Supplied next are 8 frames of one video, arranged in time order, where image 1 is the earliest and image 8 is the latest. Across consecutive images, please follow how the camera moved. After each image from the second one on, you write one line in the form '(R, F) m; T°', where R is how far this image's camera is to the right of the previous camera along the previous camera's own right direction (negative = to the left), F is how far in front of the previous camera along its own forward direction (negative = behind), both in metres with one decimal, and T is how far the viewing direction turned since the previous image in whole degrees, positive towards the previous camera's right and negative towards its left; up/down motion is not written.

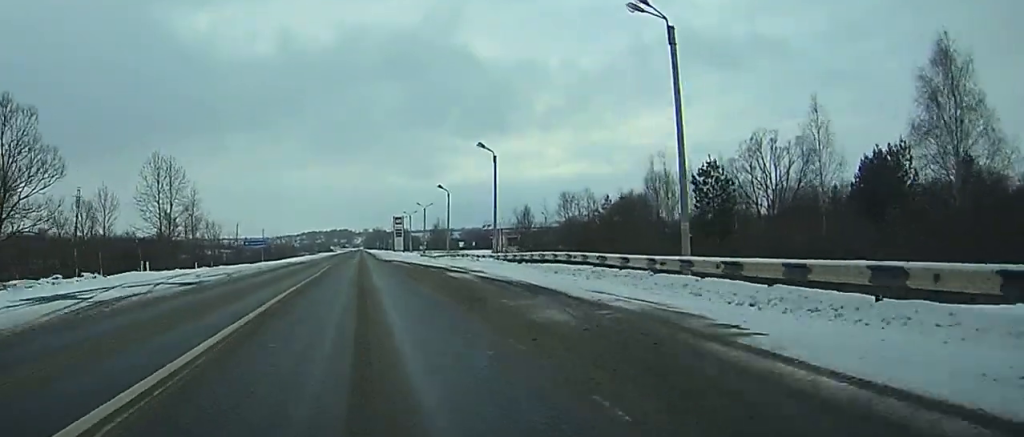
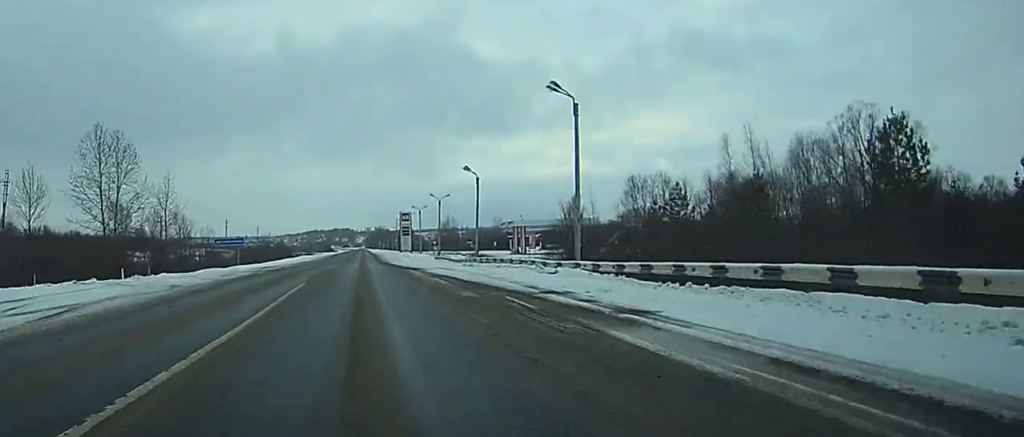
(0.0, +24.1) m; 0°
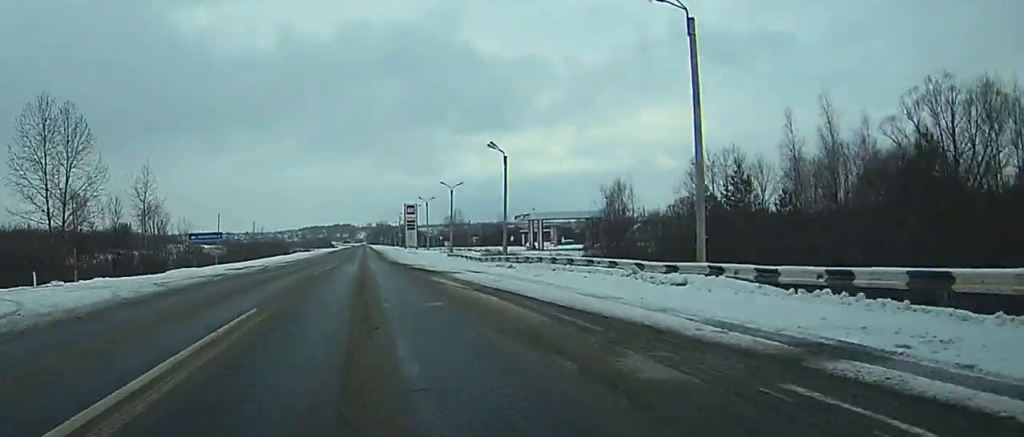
(0.0, +14.6) m; 0°
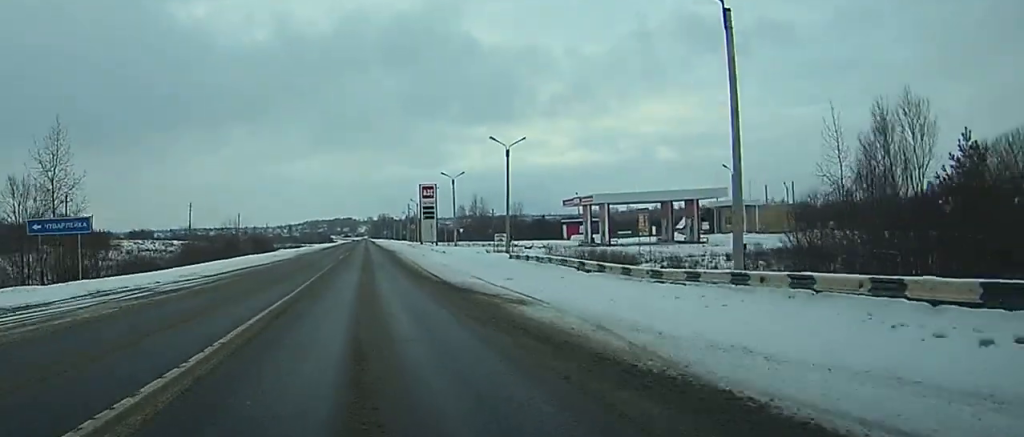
(-0.1, +38.5) m; 0°
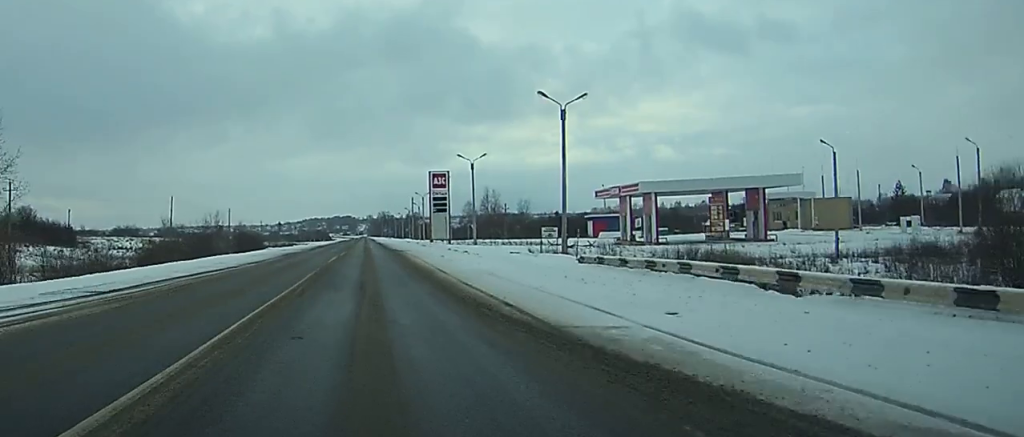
(0.0, +17.5) m; 0°
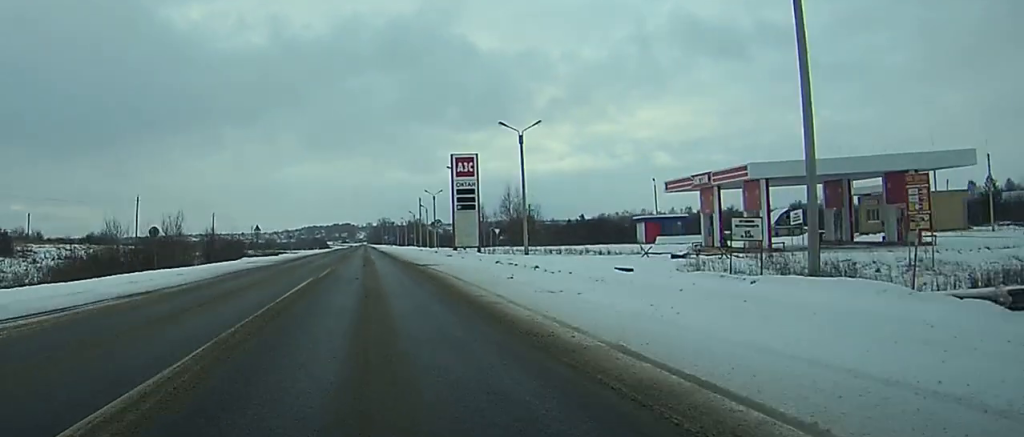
(0.0, +25.2) m; 0°
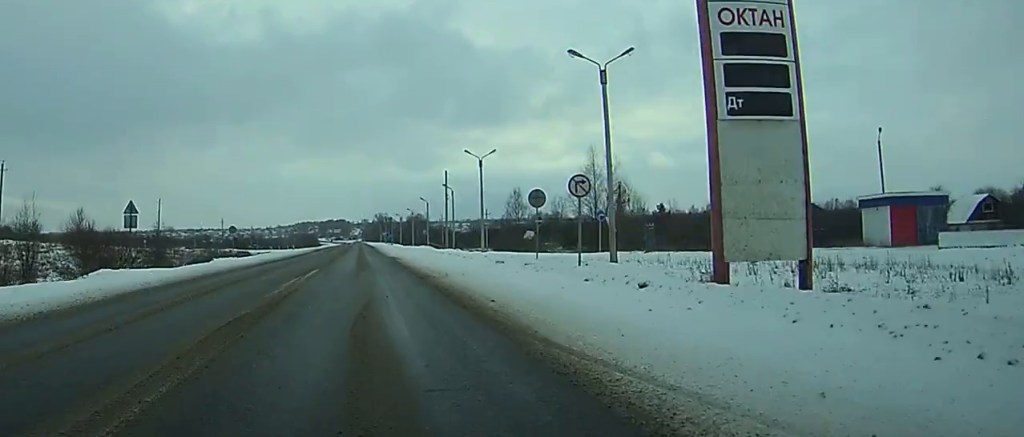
(+0.2, +53.4) m; 0°
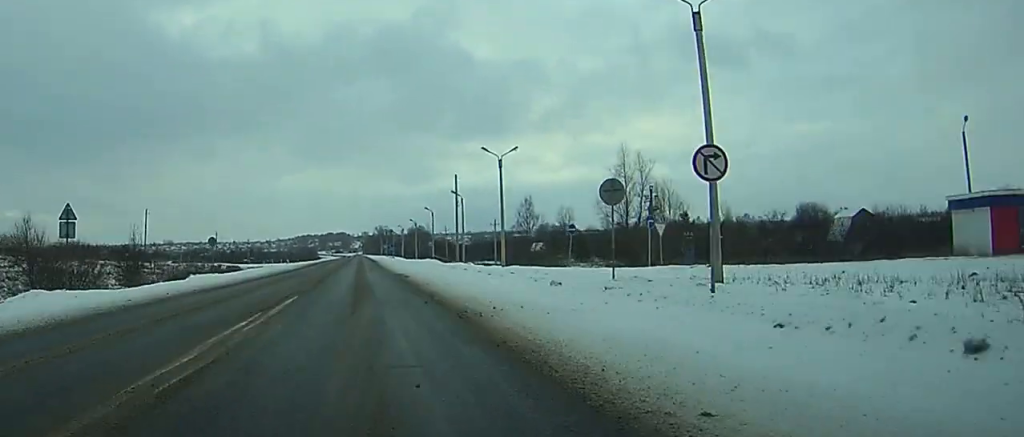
(0.0, +10.3) m; 0°
